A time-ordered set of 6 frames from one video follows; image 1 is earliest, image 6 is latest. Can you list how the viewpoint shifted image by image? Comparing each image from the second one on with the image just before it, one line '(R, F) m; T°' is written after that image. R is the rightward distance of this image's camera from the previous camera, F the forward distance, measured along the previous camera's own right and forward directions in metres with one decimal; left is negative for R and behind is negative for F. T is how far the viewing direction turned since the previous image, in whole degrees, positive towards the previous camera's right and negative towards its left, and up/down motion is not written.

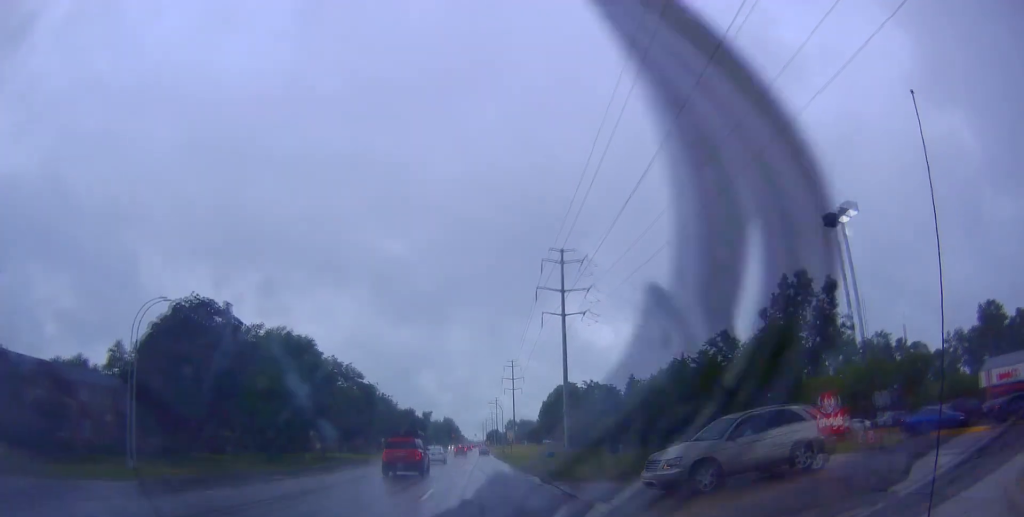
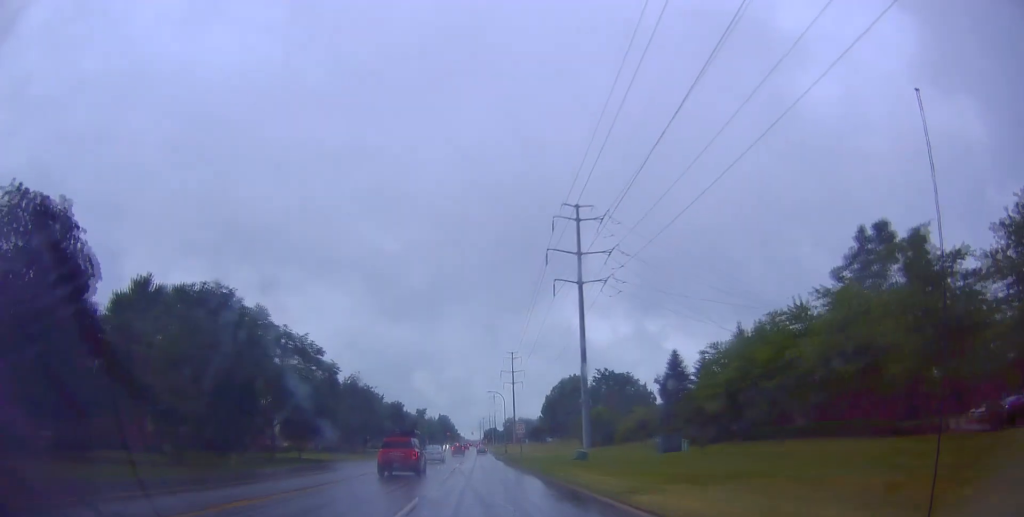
(+0.5, +20.3) m; +2°
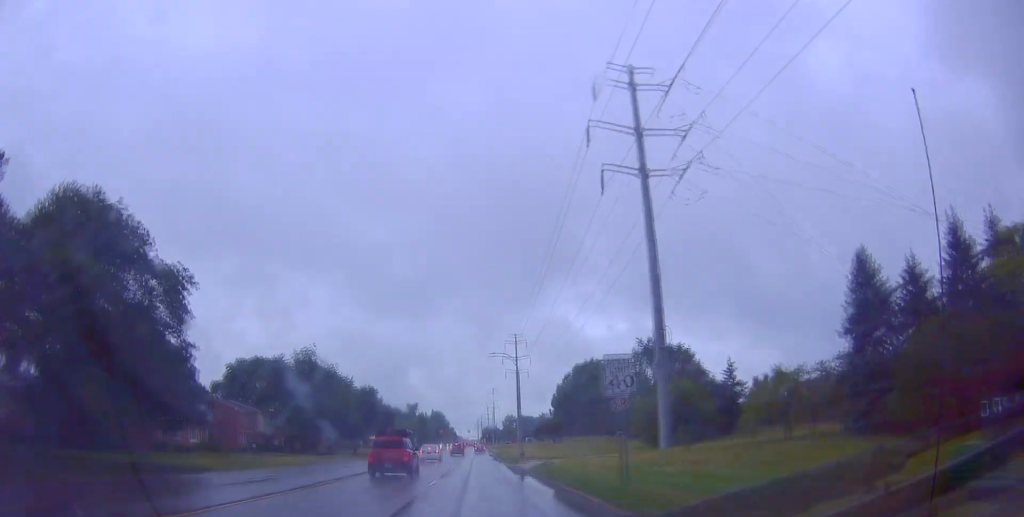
(-1.1, +35.5) m; -2°
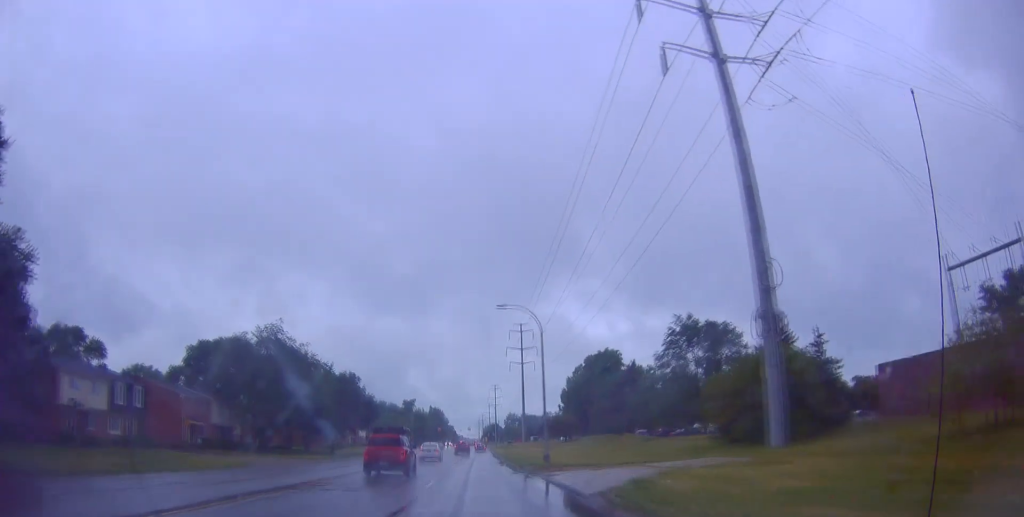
(+0.5, +18.3) m; +2°
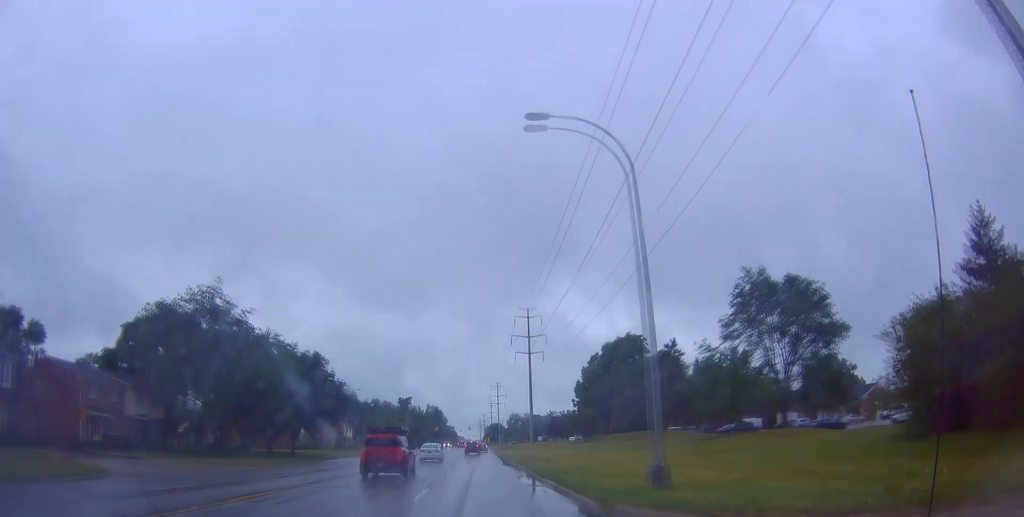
(+0.2, +21.3) m; -1°
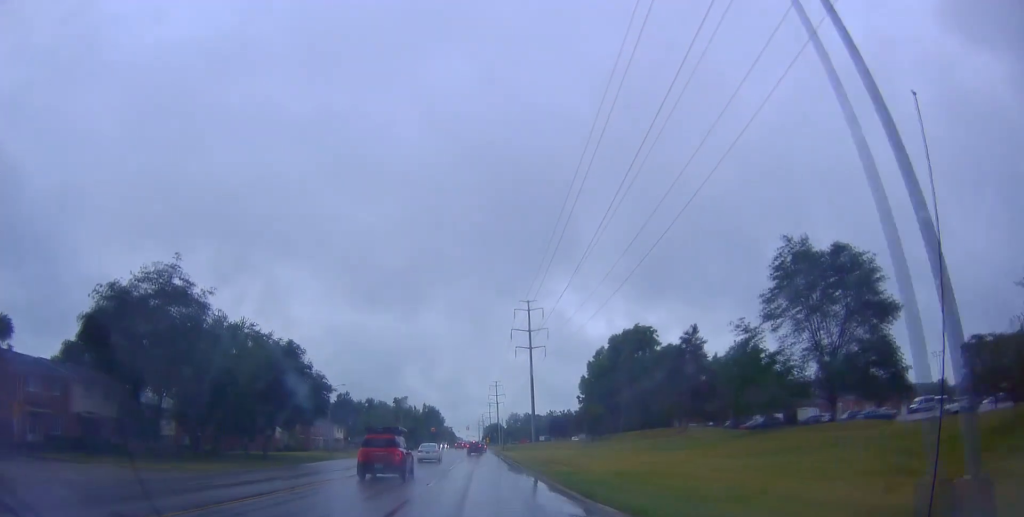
(-0.2, +9.2) m; -1°
